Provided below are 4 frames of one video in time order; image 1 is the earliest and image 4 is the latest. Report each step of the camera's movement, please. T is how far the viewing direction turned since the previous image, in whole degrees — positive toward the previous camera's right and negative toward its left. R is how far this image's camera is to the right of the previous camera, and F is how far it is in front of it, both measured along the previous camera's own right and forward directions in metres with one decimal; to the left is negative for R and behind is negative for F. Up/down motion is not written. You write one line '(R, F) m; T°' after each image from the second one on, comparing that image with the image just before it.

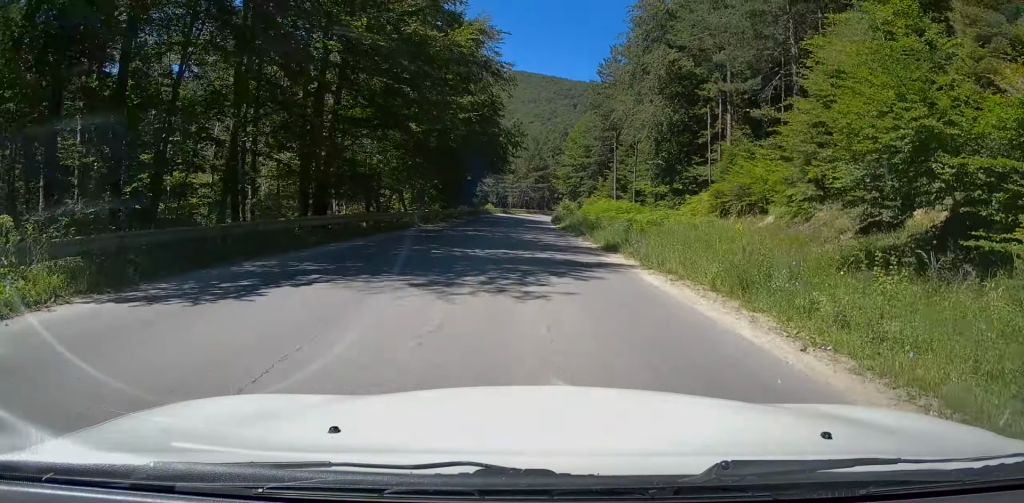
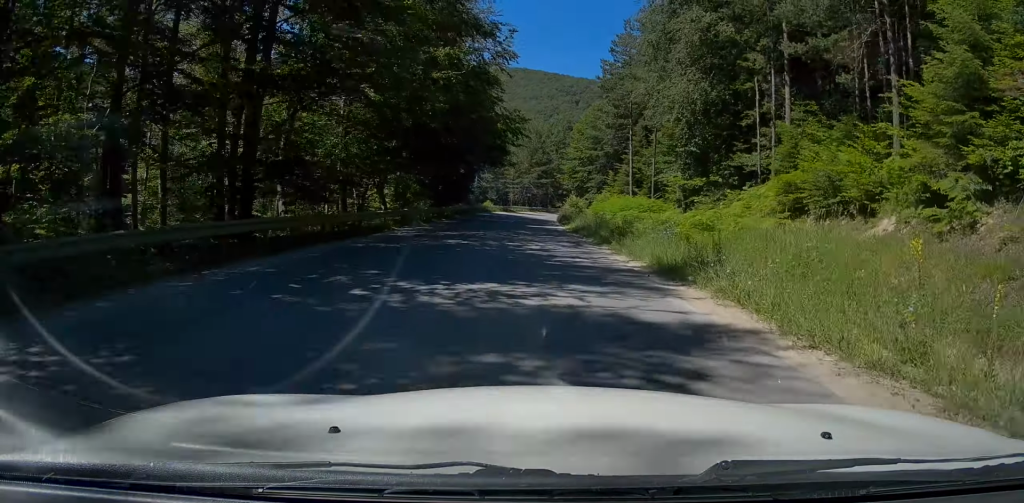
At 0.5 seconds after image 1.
(0.0, +7.1) m; -1°
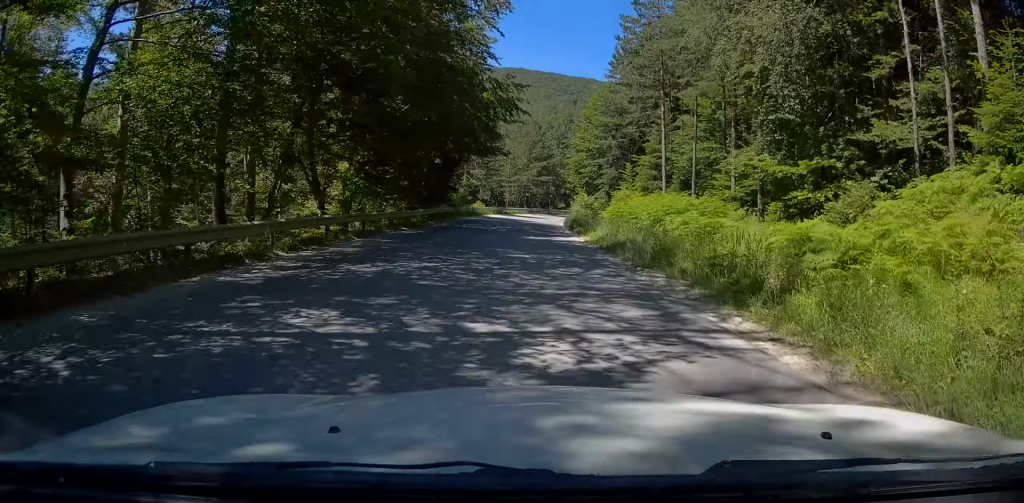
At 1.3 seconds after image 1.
(-0.2, +11.9) m; -3°
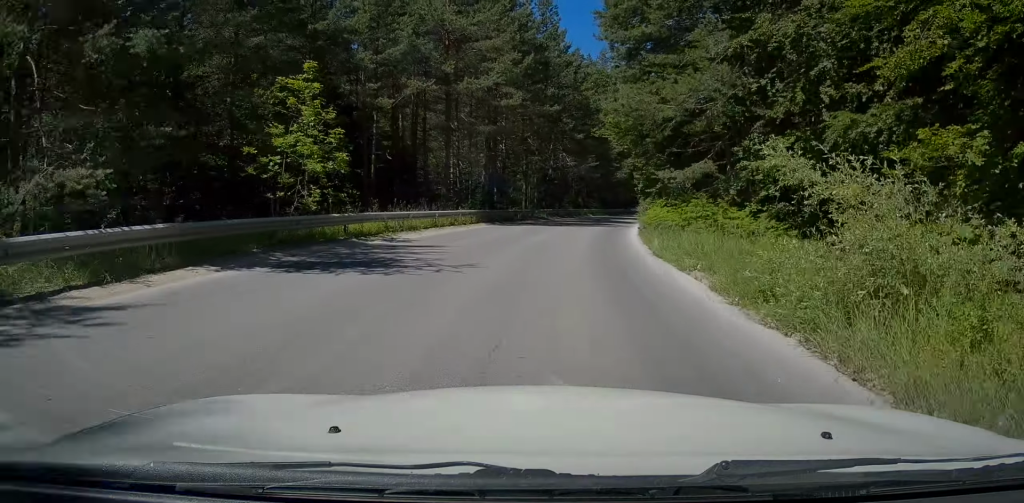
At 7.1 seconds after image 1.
(+6.2, +84.2) m; +17°
